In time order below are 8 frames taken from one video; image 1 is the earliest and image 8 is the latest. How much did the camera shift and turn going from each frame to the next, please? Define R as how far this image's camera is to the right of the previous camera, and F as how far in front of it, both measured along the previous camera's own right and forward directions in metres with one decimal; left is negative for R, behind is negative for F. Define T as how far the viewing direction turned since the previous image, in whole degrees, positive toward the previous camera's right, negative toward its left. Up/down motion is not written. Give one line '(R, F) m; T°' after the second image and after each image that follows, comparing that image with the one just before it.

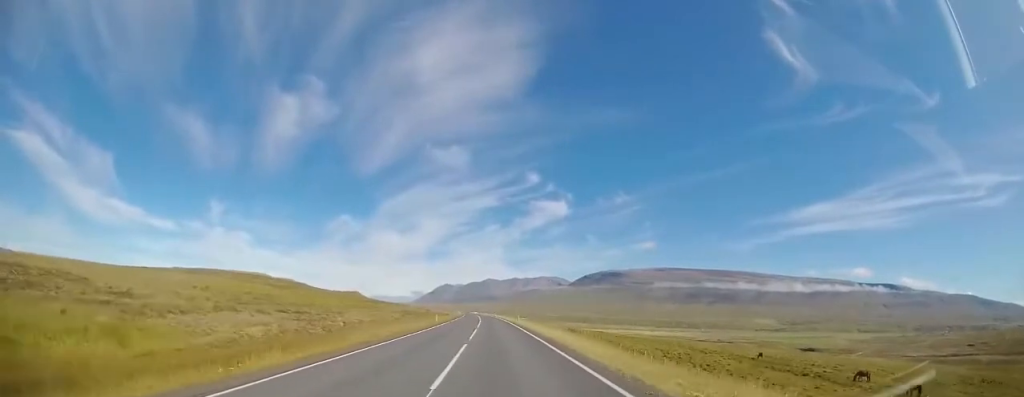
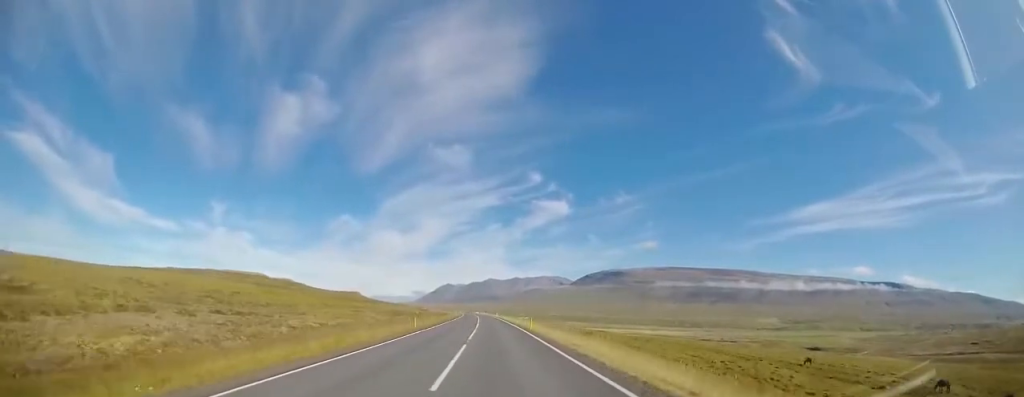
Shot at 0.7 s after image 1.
(0.0, +12.0) m; 0°
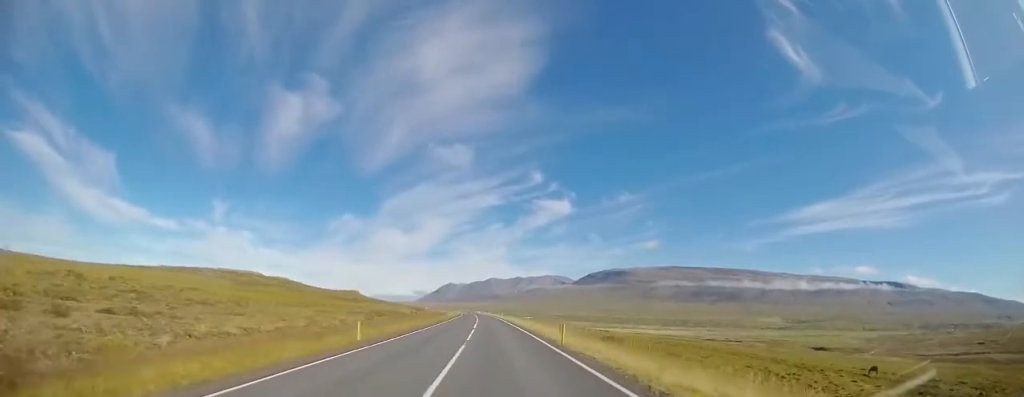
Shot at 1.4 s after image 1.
(0.0, +12.7) m; 0°
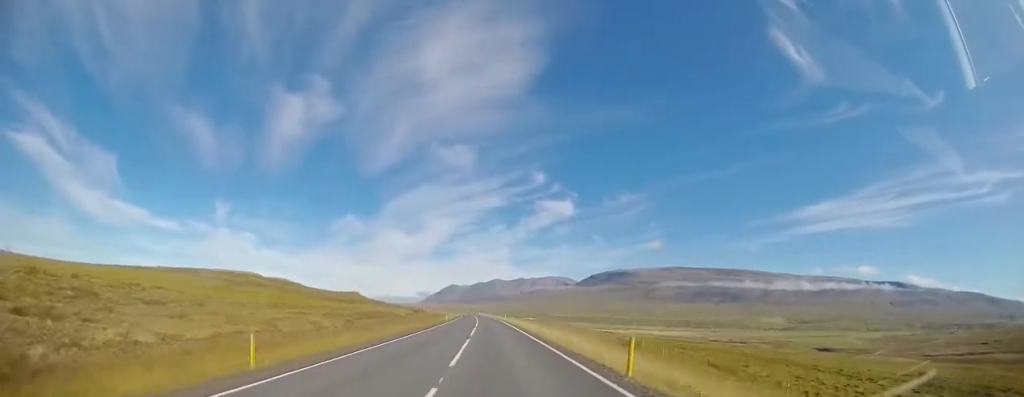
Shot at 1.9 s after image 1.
(+0.1, +8.2) m; 0°
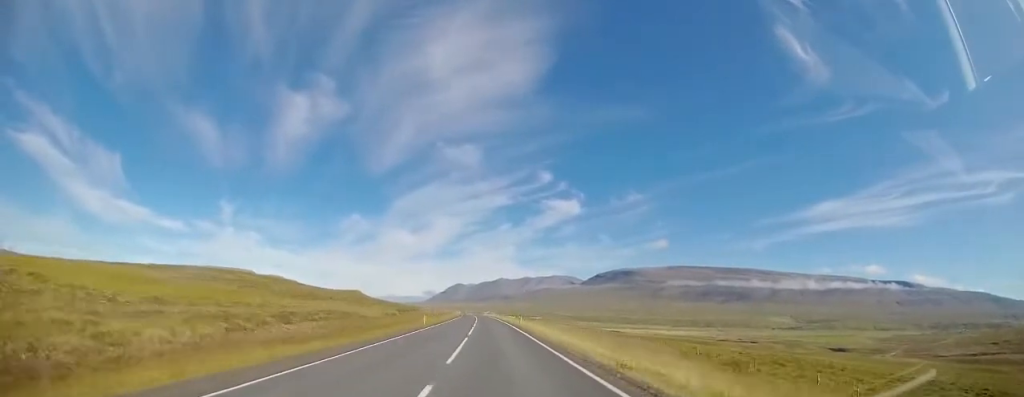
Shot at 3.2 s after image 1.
(-0.4, +23.9) m; -1°
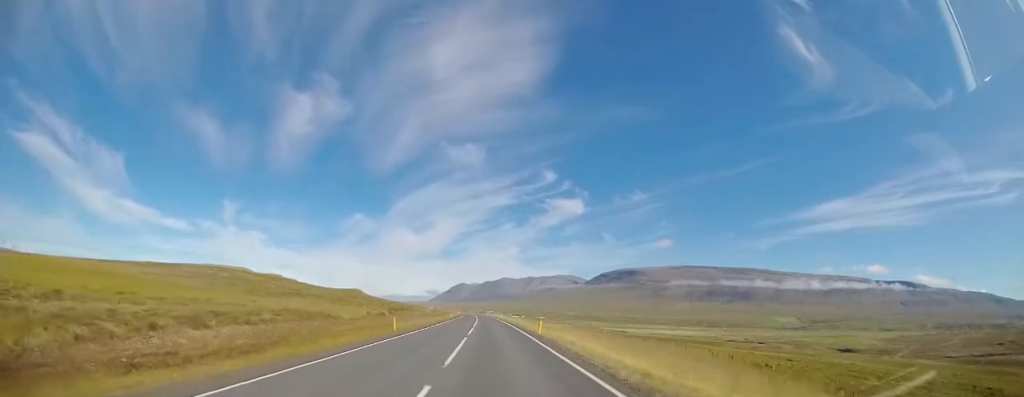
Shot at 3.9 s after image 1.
(0.0, +12.1) m; 0°
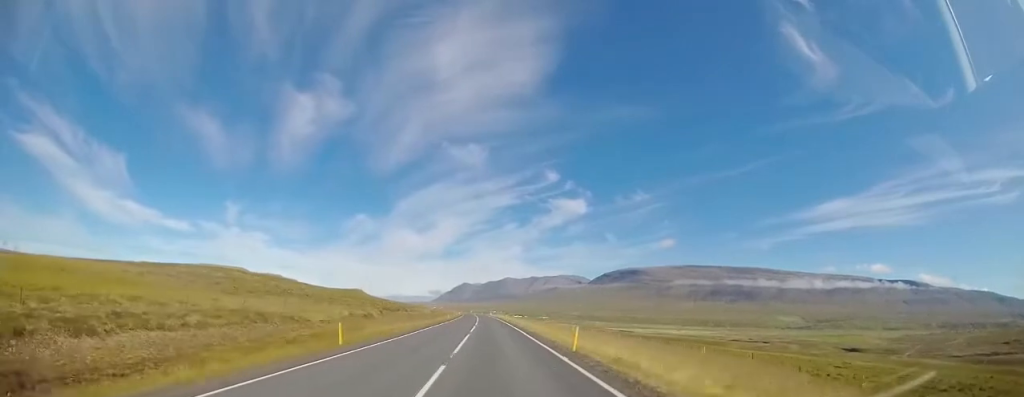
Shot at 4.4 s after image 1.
(-0.1, +9.1) m; 0°
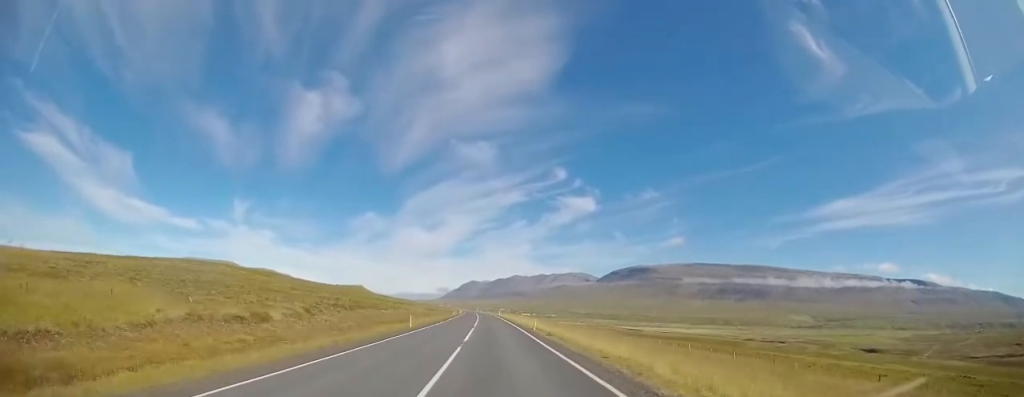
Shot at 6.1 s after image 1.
(0.0, +30.6) m; -1°
